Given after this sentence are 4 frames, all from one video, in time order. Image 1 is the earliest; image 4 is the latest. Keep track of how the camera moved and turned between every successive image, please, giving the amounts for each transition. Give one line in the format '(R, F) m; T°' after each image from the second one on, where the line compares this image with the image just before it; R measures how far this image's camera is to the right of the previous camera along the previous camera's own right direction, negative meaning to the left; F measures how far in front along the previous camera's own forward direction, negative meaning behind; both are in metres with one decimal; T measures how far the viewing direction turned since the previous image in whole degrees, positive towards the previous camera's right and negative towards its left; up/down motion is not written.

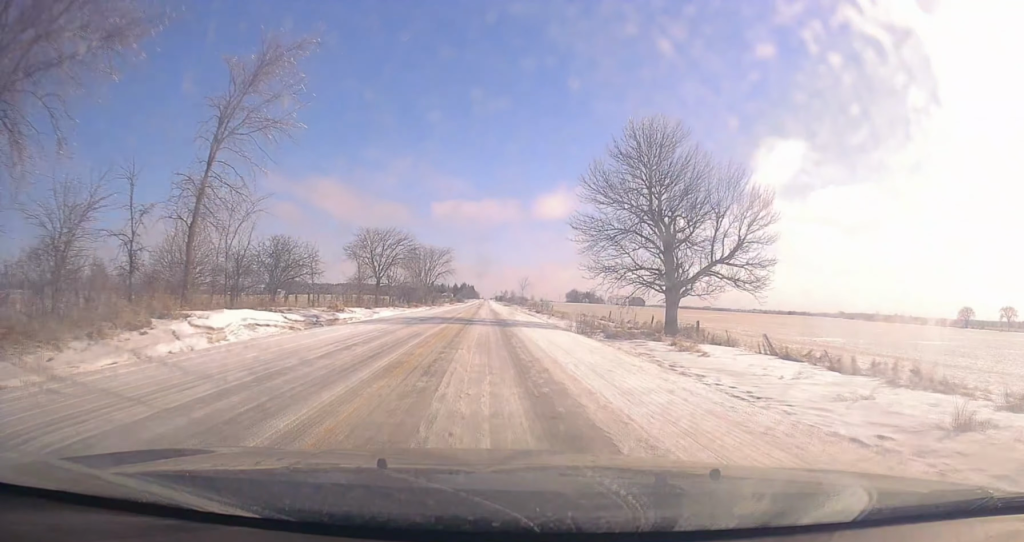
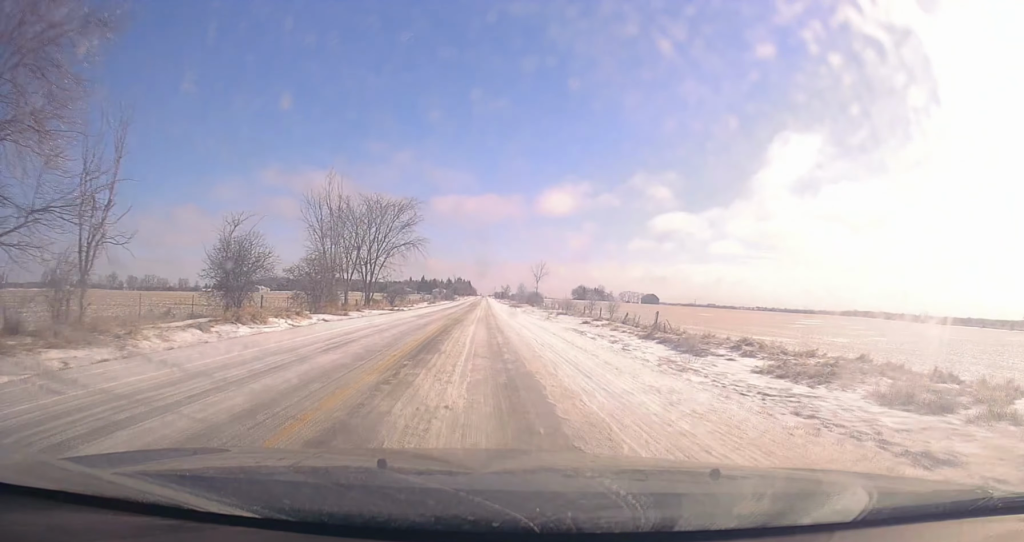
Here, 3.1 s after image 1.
(-0.7, +68.4) m; -1°
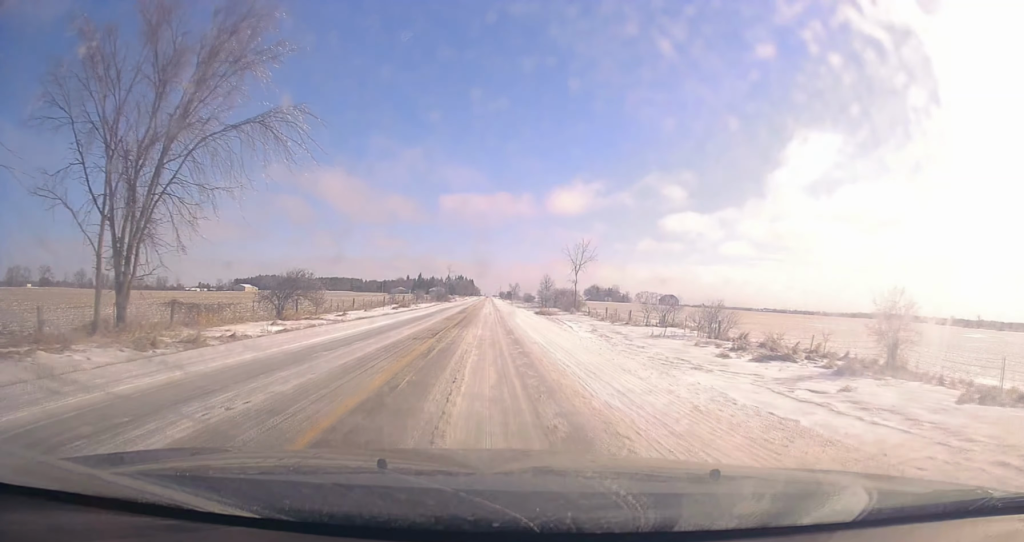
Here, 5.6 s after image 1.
(+1.0, +54.8) m; +1°
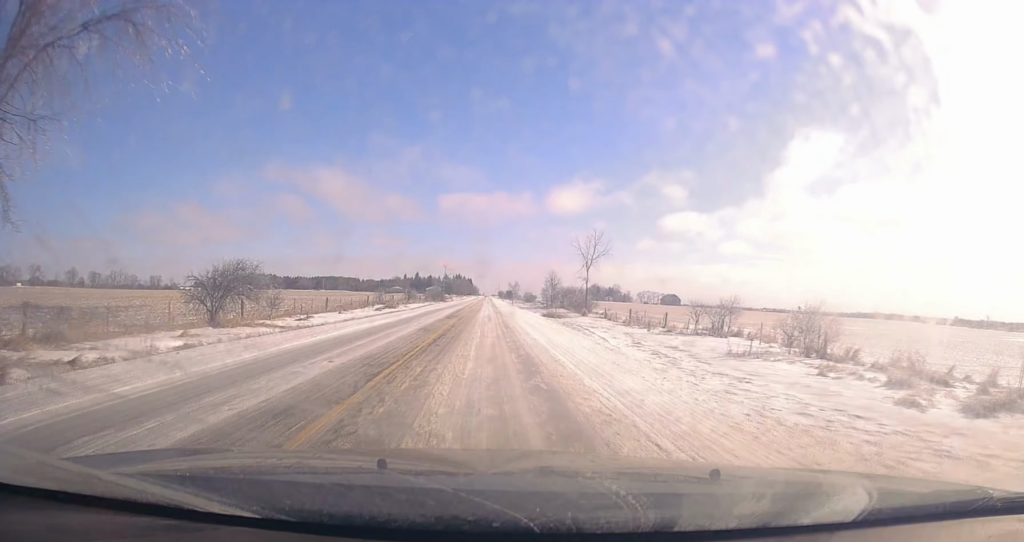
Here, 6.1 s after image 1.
(0.0, +11.0) m; 0°
